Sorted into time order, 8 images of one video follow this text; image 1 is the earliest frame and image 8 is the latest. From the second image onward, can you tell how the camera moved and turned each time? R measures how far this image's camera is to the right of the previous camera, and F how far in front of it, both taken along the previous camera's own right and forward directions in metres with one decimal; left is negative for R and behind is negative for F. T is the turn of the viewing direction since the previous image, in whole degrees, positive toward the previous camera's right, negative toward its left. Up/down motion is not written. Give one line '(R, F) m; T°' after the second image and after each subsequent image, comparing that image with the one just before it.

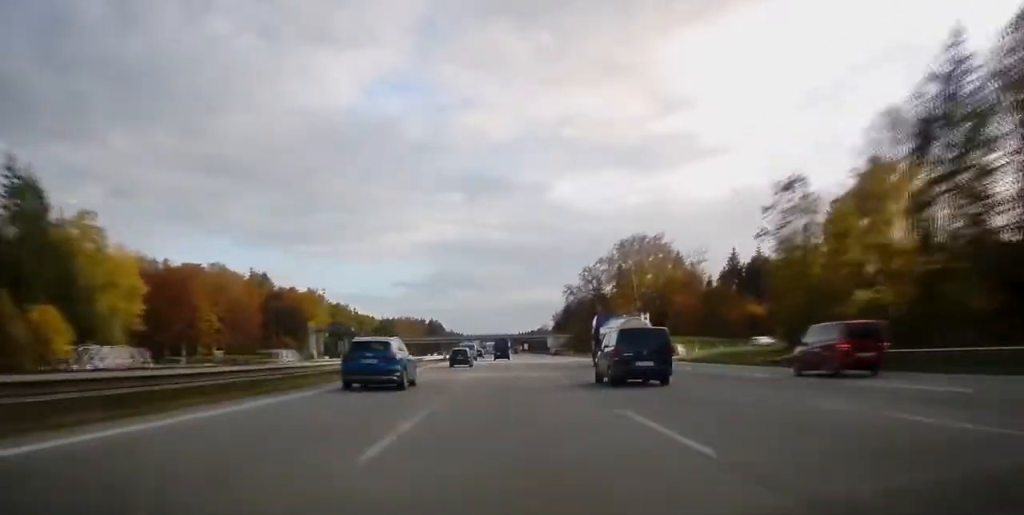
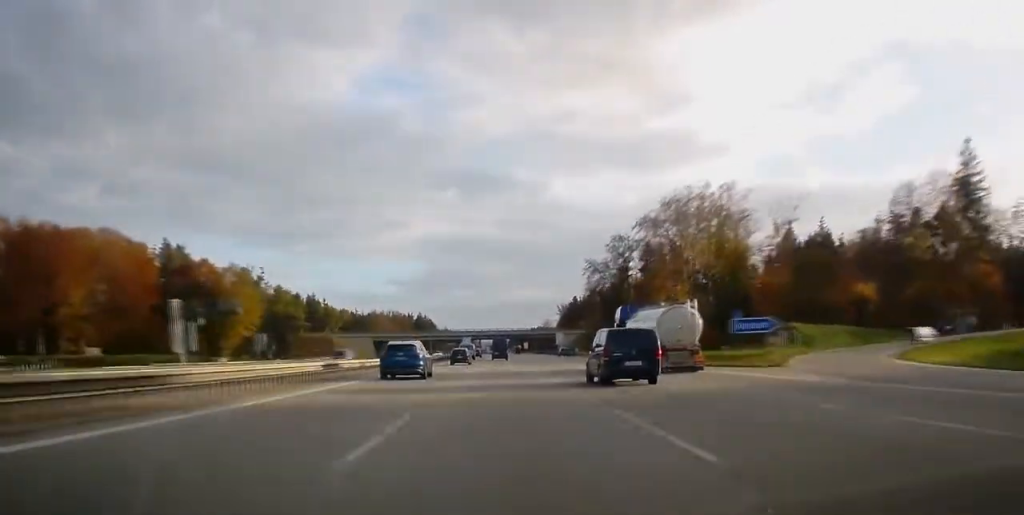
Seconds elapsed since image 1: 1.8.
(+0.2, +53.9) m; 0°
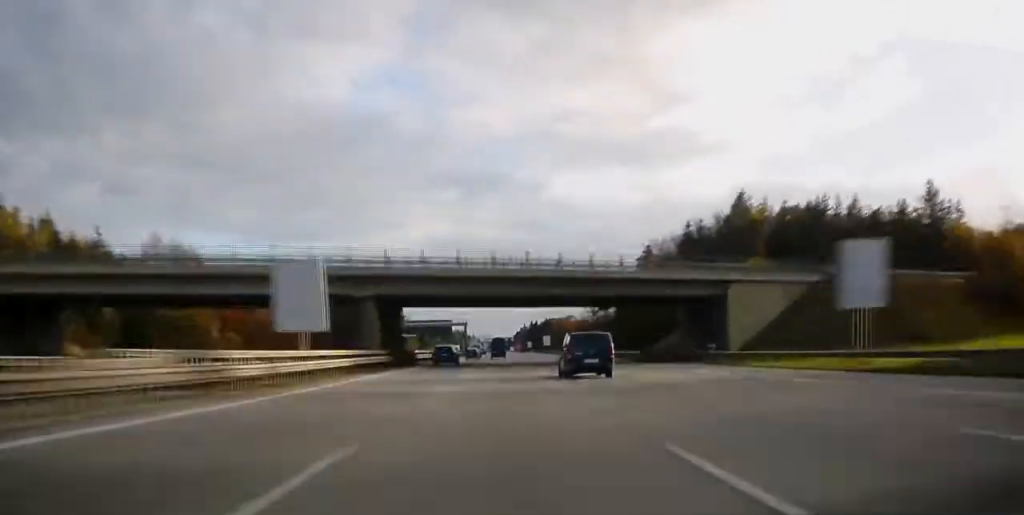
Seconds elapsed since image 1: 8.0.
(-0.4, +182.4) m; 0°
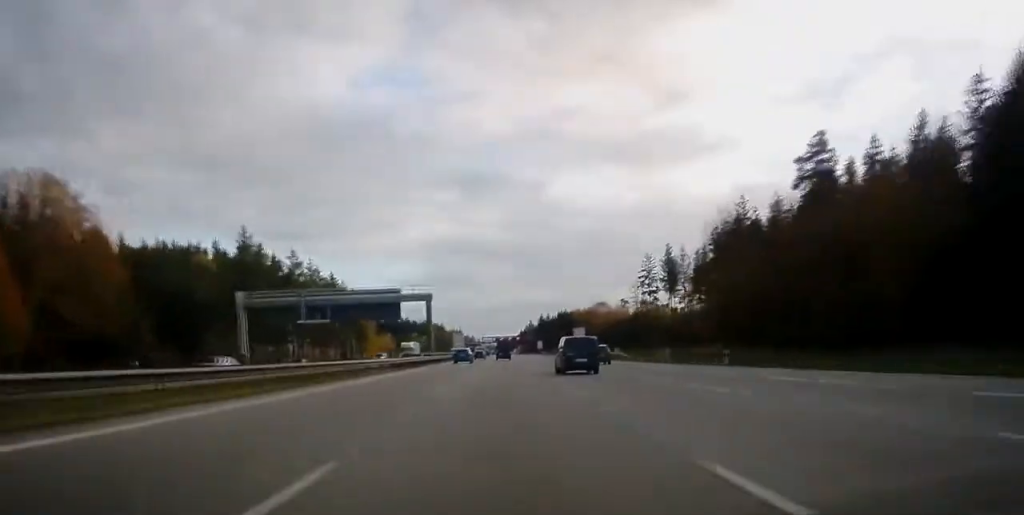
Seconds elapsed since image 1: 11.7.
(+0.1, +109.0) m; 0°
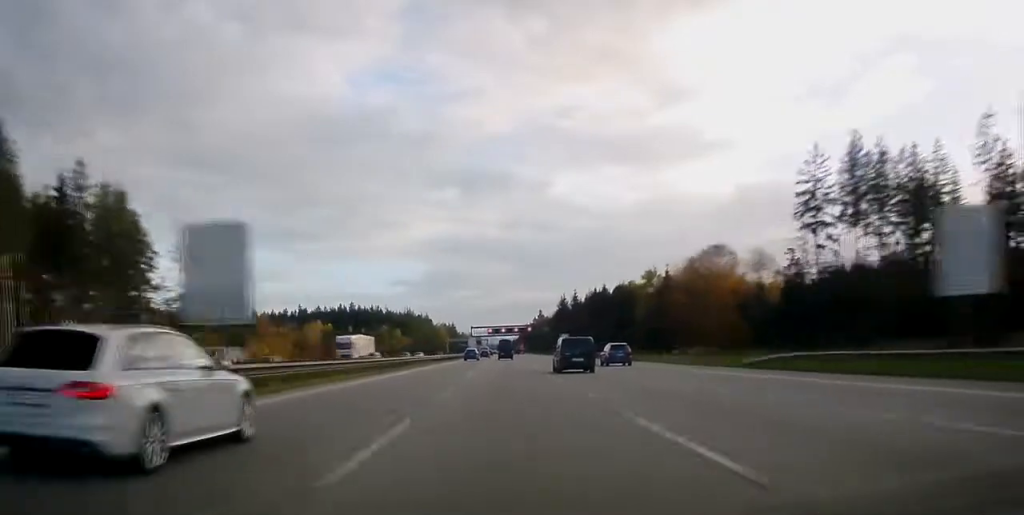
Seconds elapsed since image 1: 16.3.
(-0.3, +131.5) m; -2°
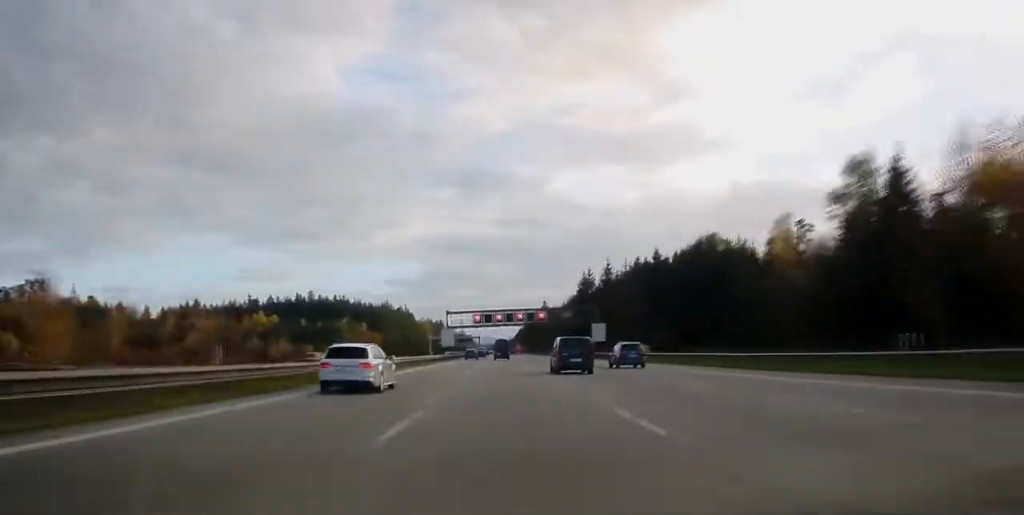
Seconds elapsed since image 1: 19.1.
(-2.1, +79.5) m; +1°
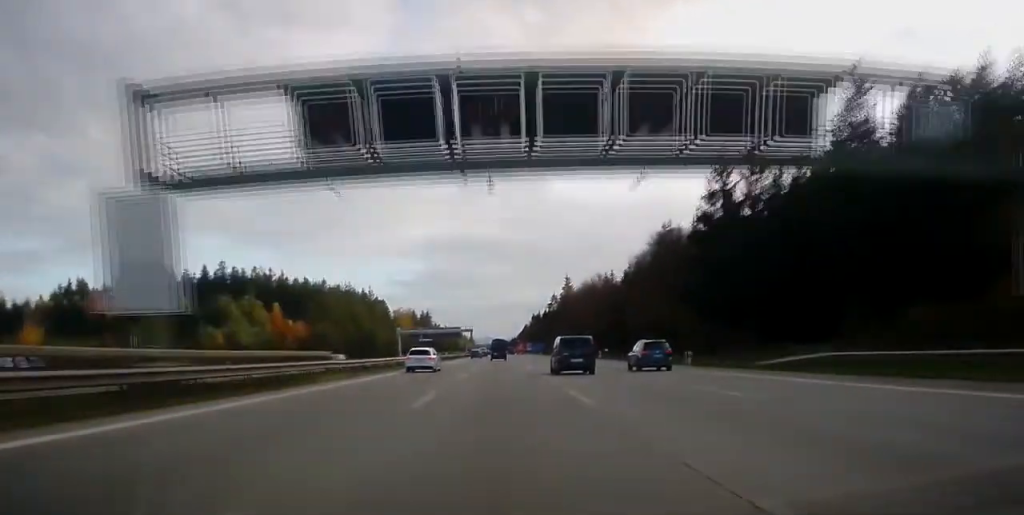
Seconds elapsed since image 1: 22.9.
(+4.5, +116.1) m; +2°
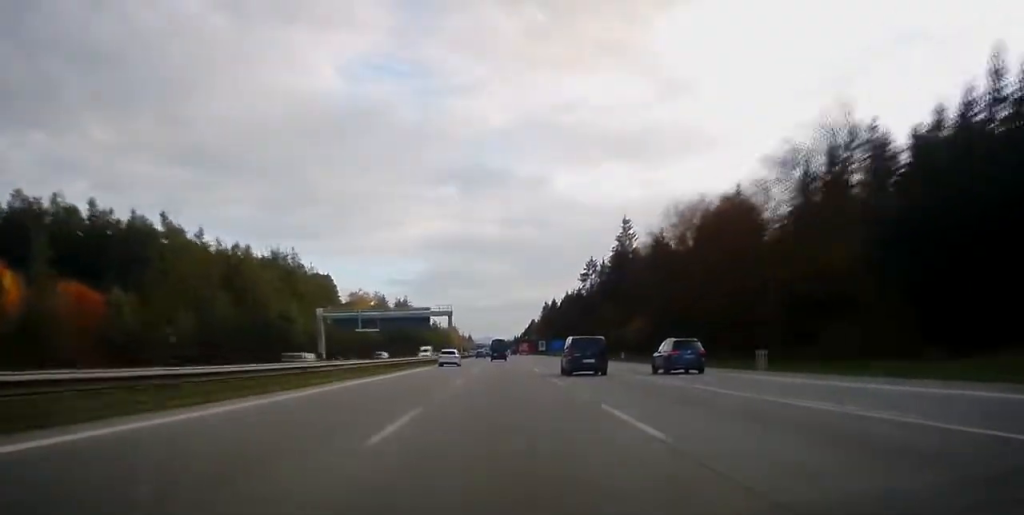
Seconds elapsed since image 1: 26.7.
(-1.1, +115.5) m; -1°
